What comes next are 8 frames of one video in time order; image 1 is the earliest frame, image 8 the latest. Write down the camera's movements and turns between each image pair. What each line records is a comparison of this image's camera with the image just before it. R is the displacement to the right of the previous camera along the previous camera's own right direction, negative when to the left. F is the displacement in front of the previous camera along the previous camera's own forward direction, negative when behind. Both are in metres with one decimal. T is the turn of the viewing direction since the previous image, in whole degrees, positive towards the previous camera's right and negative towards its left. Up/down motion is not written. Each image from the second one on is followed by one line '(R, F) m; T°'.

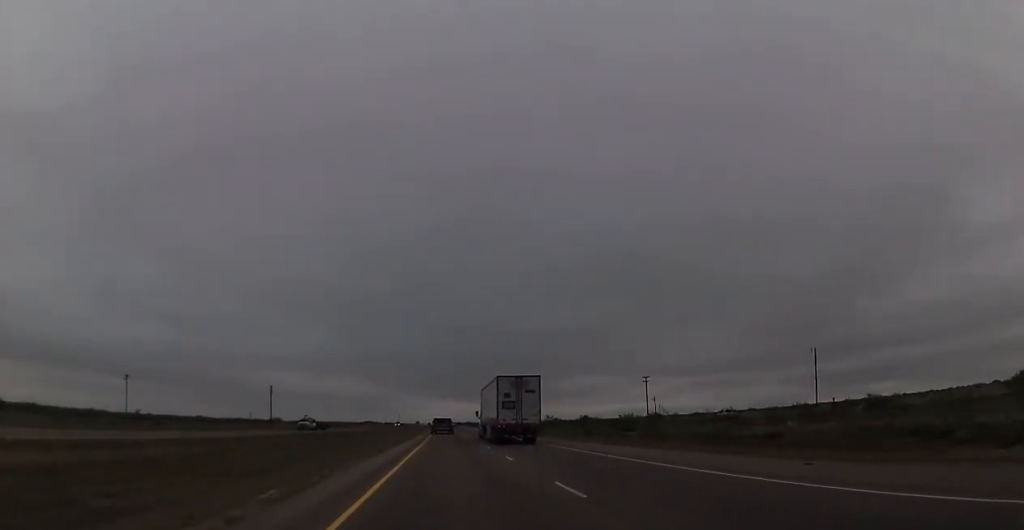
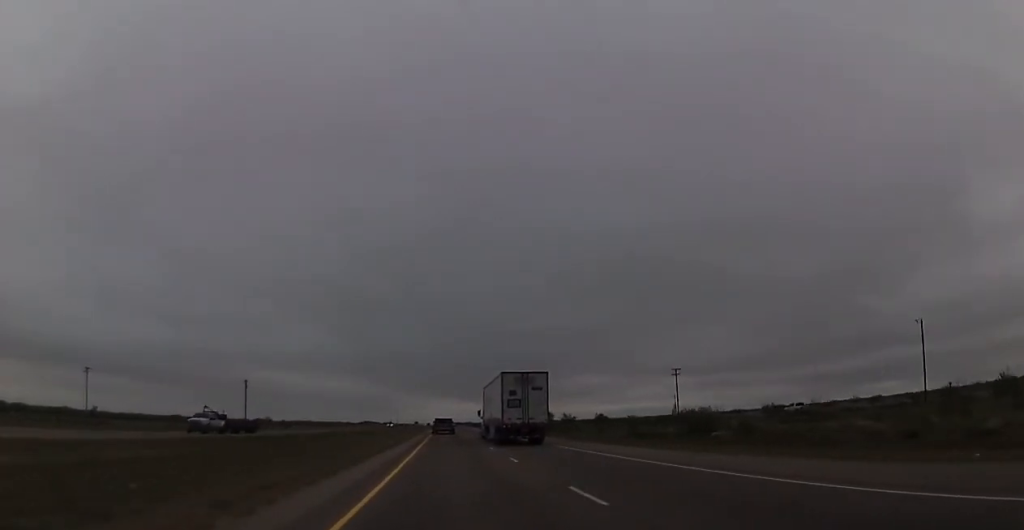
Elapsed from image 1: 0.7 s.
(+0.1, +25.6) m; 0°
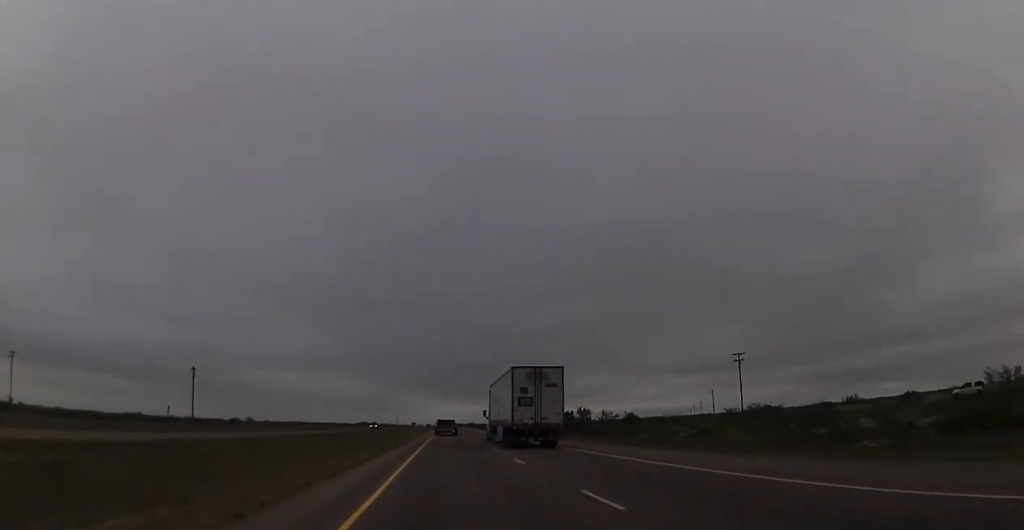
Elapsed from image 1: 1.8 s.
(+0.3, +37.1) m; 0°
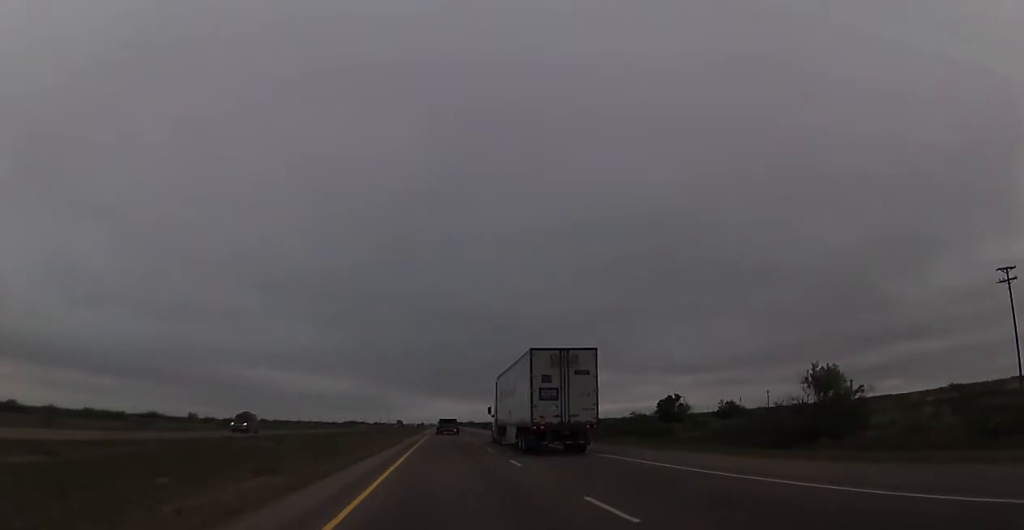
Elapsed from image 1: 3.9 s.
(-0.9, +74.2) m; 0°
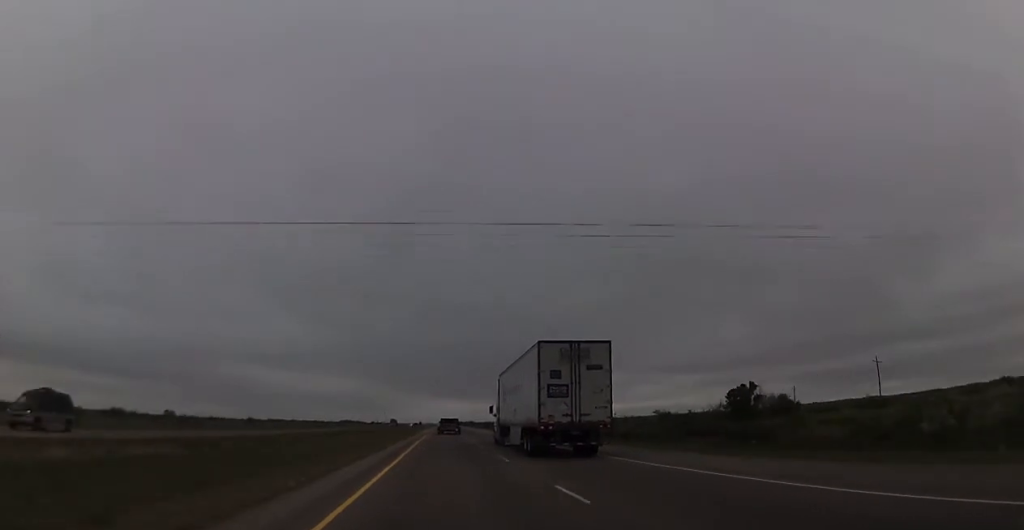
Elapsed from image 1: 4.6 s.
(+0.3, +22.0) m; 0°
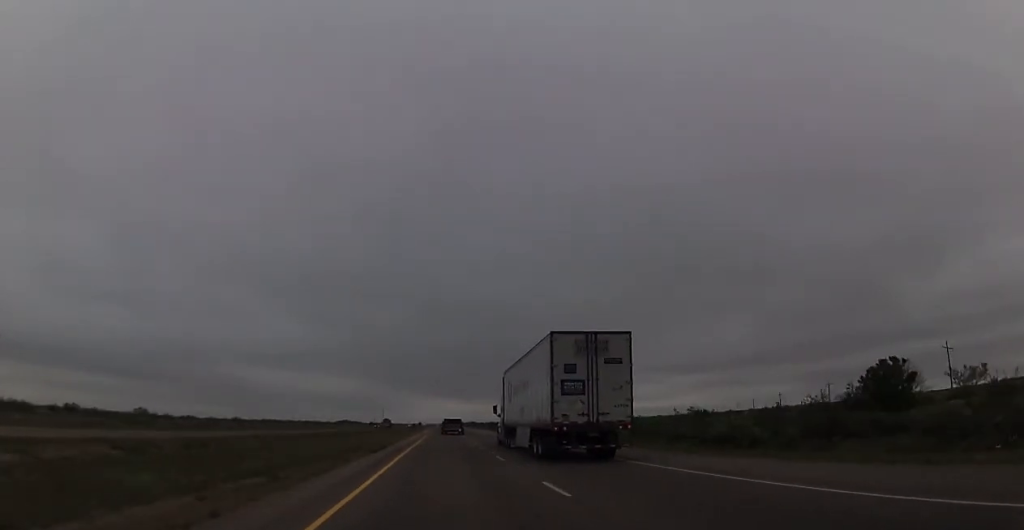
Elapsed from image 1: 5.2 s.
(+0.3, +23.2) m; 0°
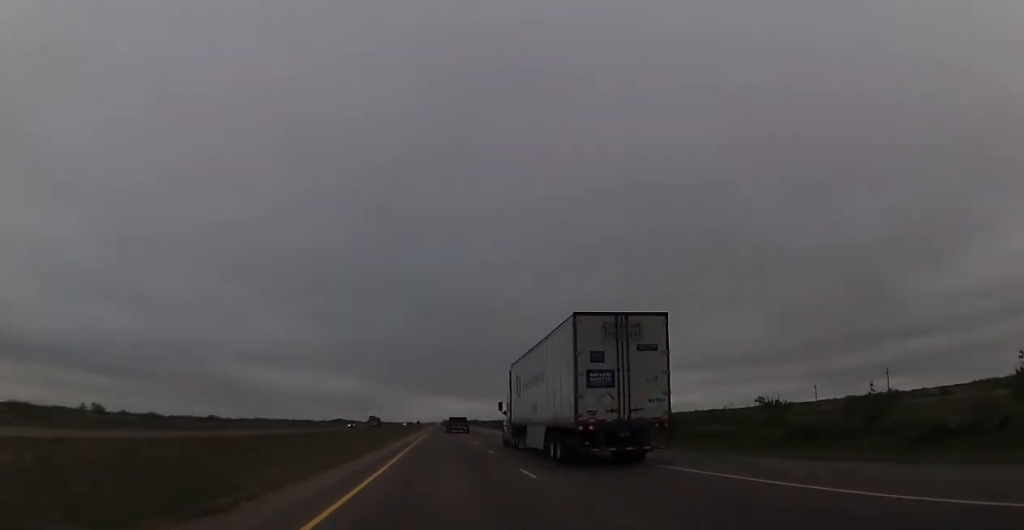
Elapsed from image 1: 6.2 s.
(-0.6, +32.4) m; 0°
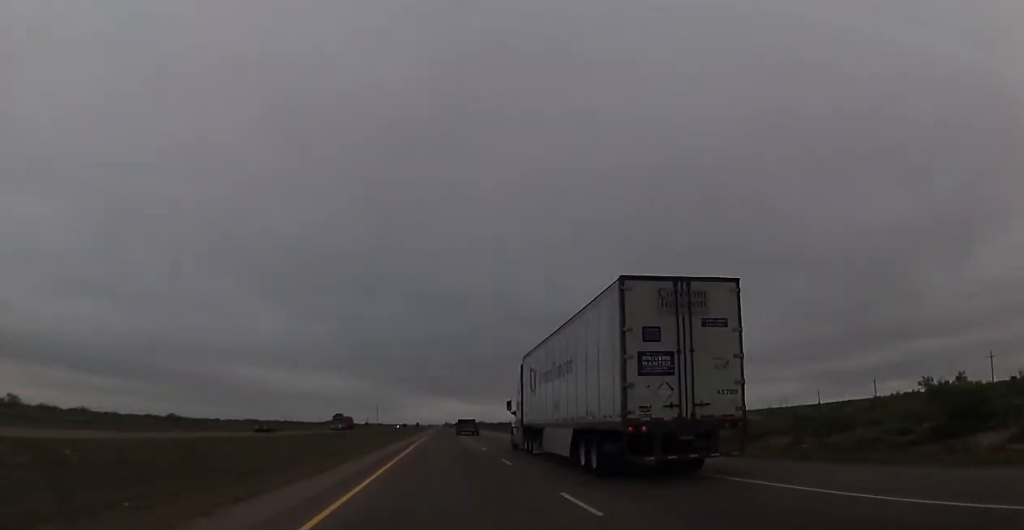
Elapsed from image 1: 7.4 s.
(+0.4, +42.8) m; 0°
